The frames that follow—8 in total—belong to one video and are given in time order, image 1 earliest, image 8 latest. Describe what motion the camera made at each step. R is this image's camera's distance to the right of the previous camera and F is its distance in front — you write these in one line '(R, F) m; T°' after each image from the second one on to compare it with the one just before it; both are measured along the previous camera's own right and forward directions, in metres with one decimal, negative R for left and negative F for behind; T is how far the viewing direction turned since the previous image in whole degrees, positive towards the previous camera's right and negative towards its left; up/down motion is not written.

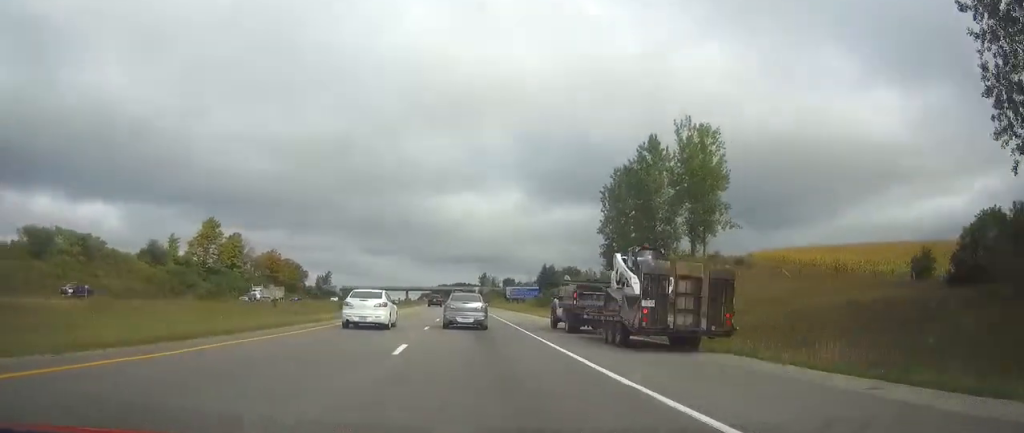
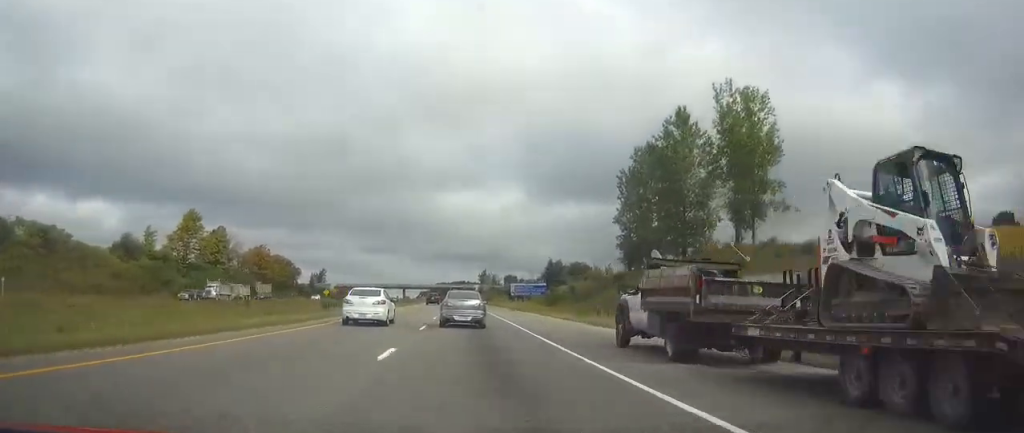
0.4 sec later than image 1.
(0.0, +13.7) m; 0°
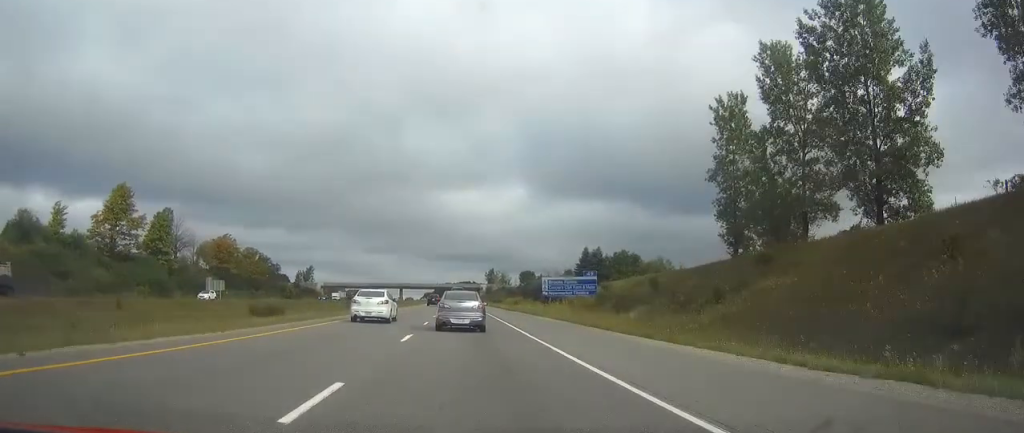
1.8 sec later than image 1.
(-0.1, +41.7) m; 0°
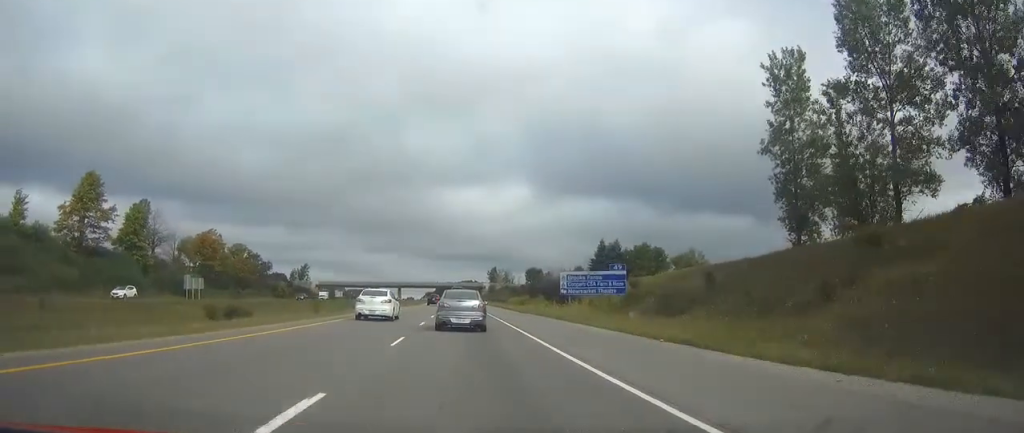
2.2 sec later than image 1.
(0.0, +13.5) m; 0°
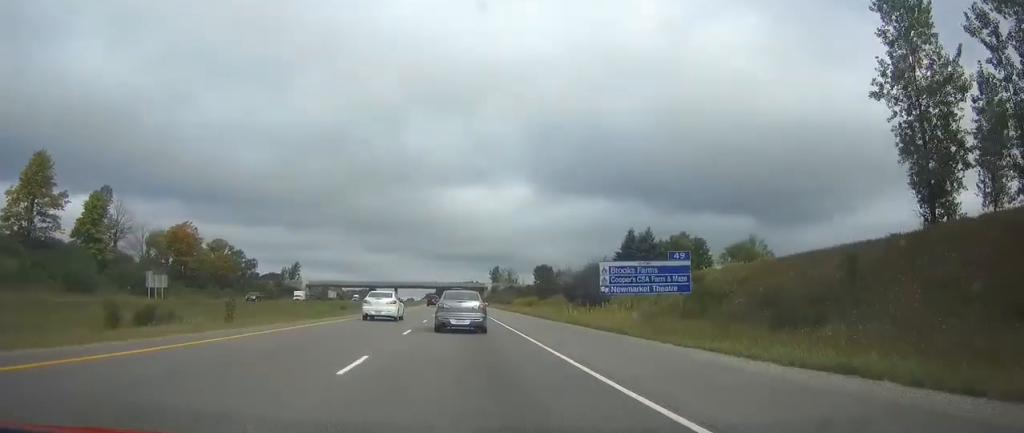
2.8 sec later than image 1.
(0.0, +18.5) m; 0°
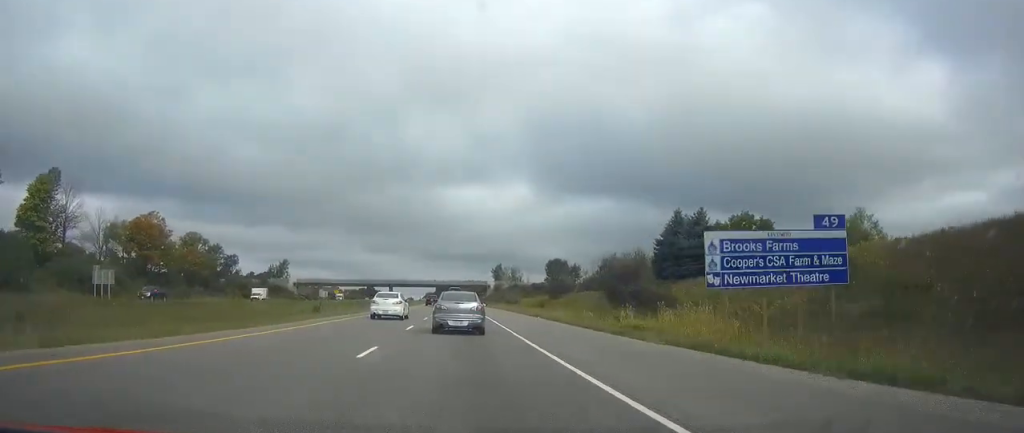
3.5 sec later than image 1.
(0.0, +20.5) m; 0°
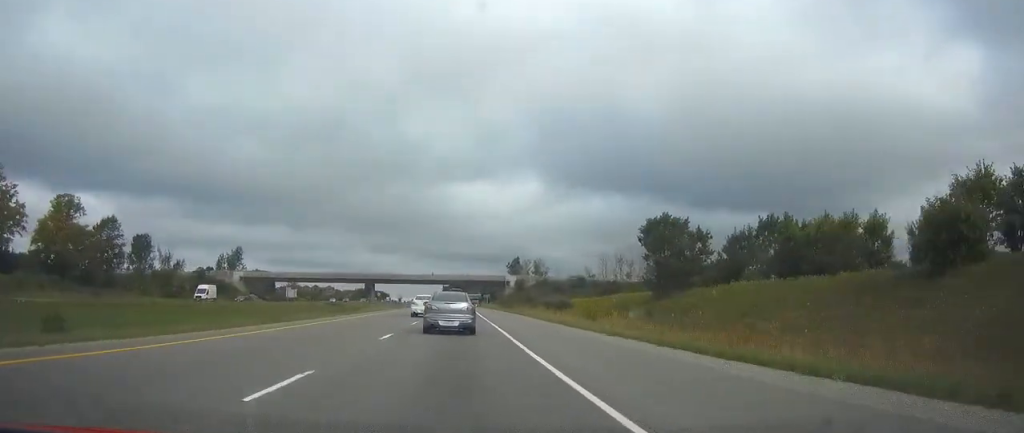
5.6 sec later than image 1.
(-0.5, +66.2) m; -1°
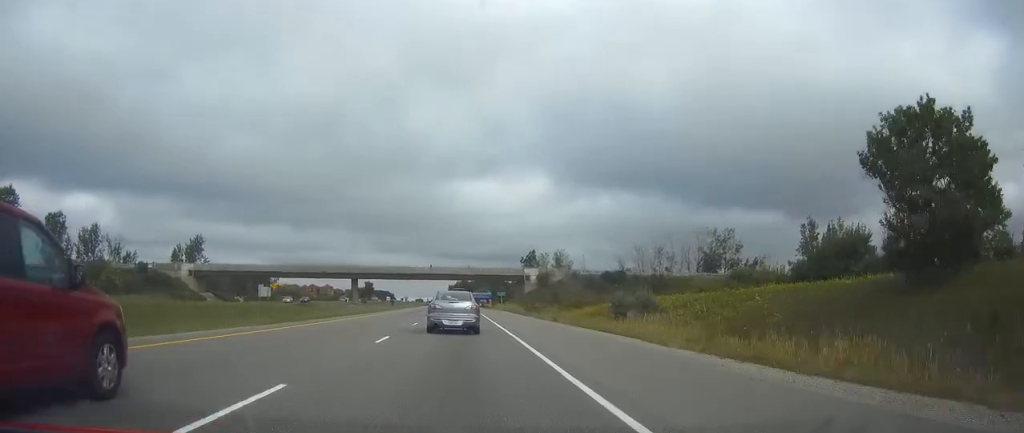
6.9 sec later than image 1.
(-0.2, +37.7) m; 0°
